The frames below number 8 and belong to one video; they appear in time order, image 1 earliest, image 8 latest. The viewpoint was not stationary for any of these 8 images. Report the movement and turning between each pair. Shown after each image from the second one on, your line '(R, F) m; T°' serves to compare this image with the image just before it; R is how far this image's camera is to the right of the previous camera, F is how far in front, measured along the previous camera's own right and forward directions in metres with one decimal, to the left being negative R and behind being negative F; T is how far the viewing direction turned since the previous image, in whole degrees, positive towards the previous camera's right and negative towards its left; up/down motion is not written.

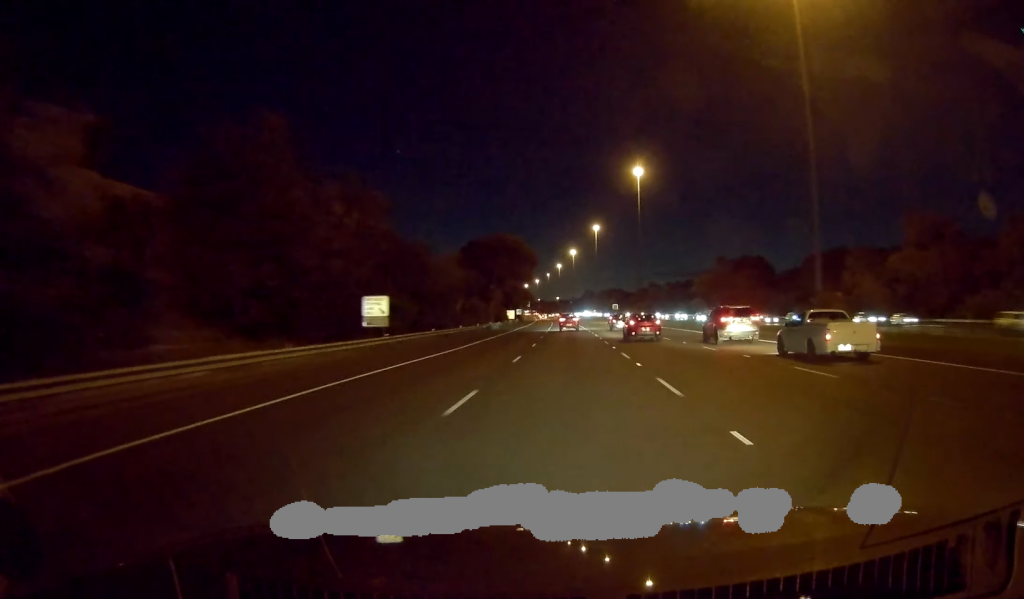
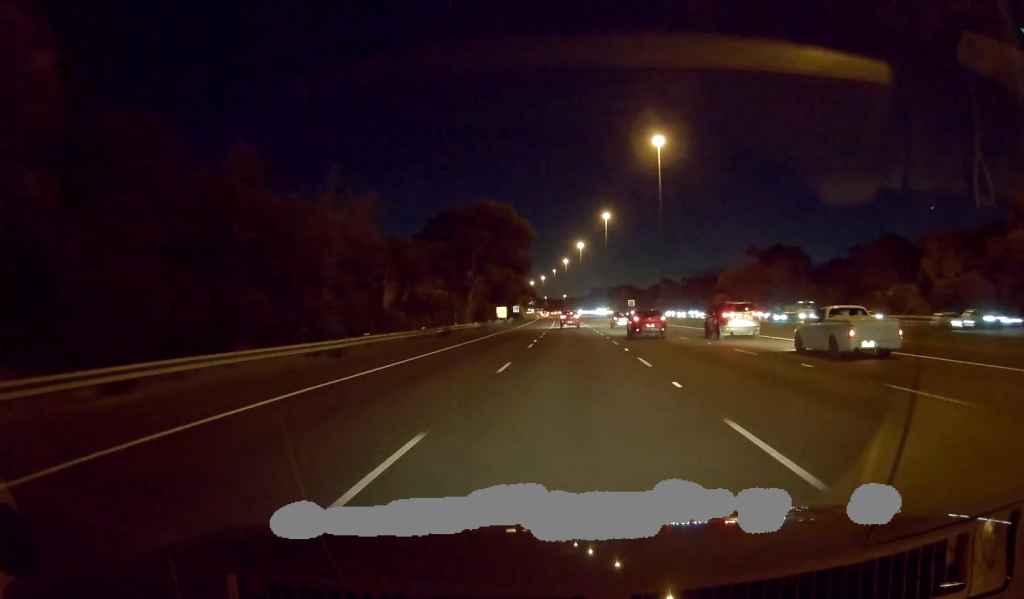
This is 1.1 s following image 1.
(-0.3, +29.1) m; -1°
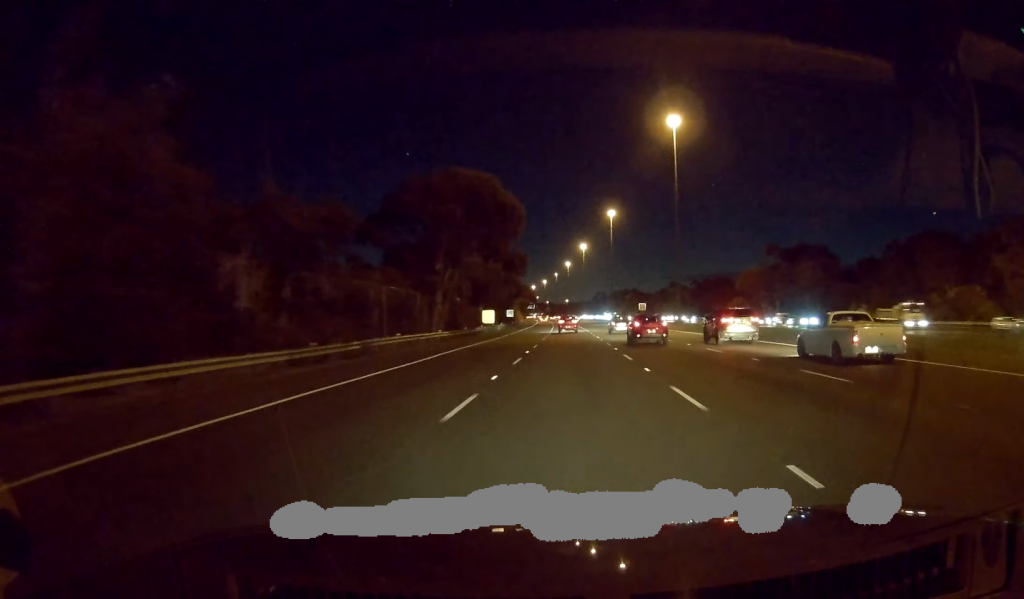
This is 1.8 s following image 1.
(-0.1, +19.1) m; 0°
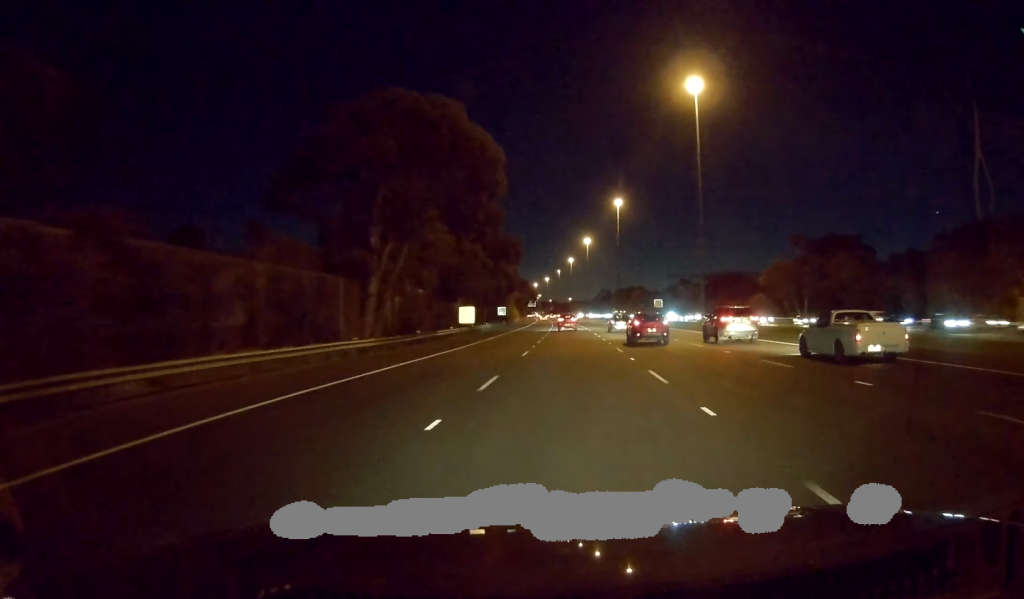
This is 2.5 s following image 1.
(0.0, +19.9) m; 0°
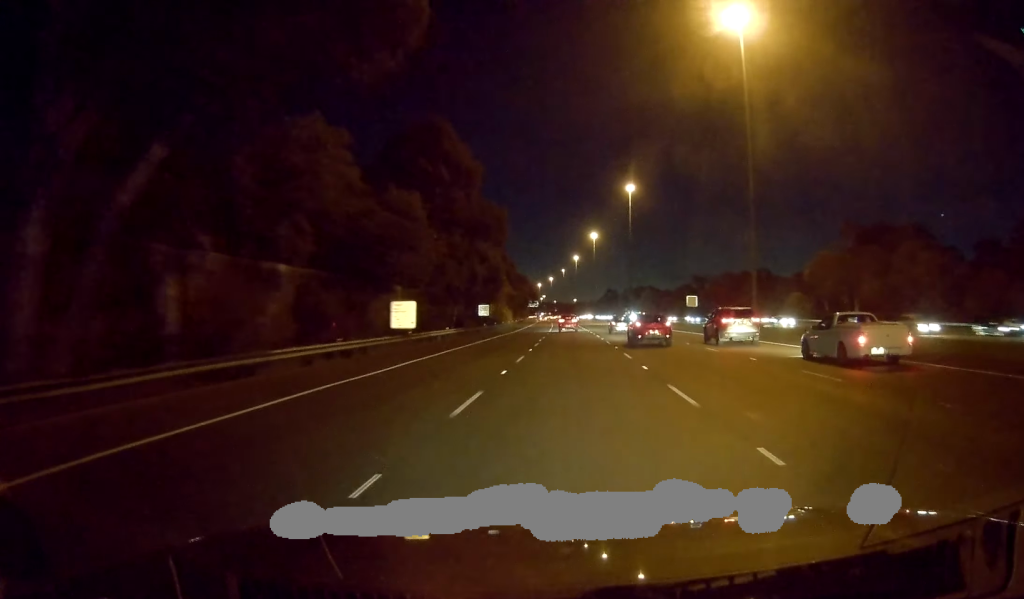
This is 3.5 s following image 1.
(-0.2, +27.2) m; 0°
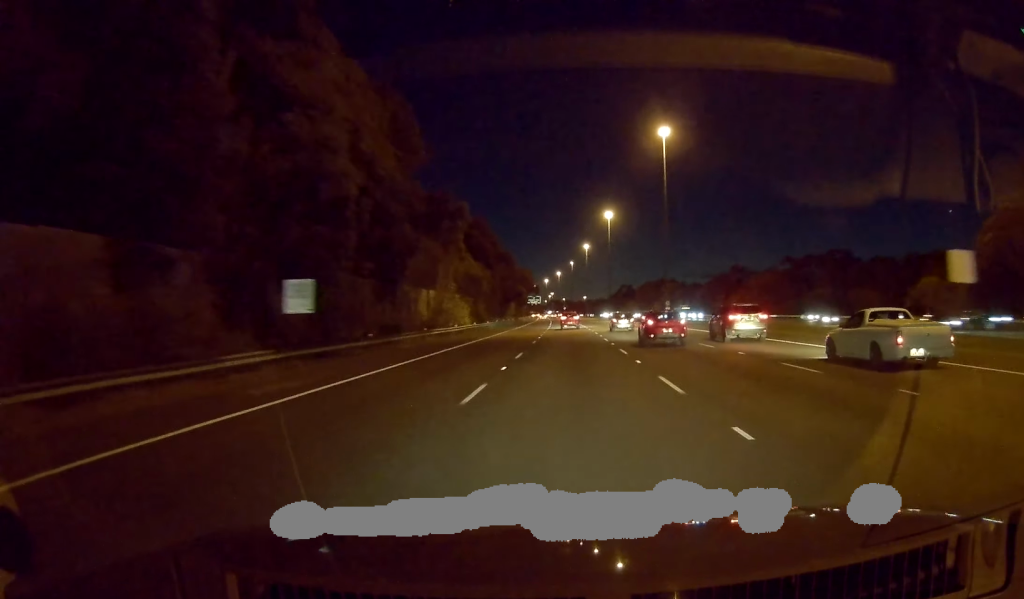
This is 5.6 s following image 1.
(-0.4, +58.0) m; -1°
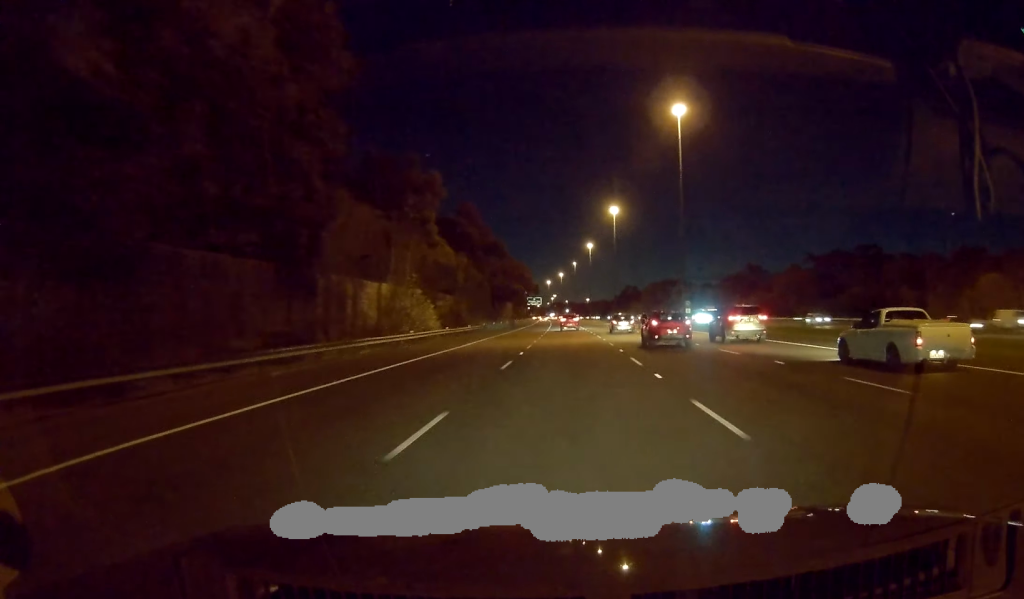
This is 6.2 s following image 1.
(0.0, +16.3) m; 0°
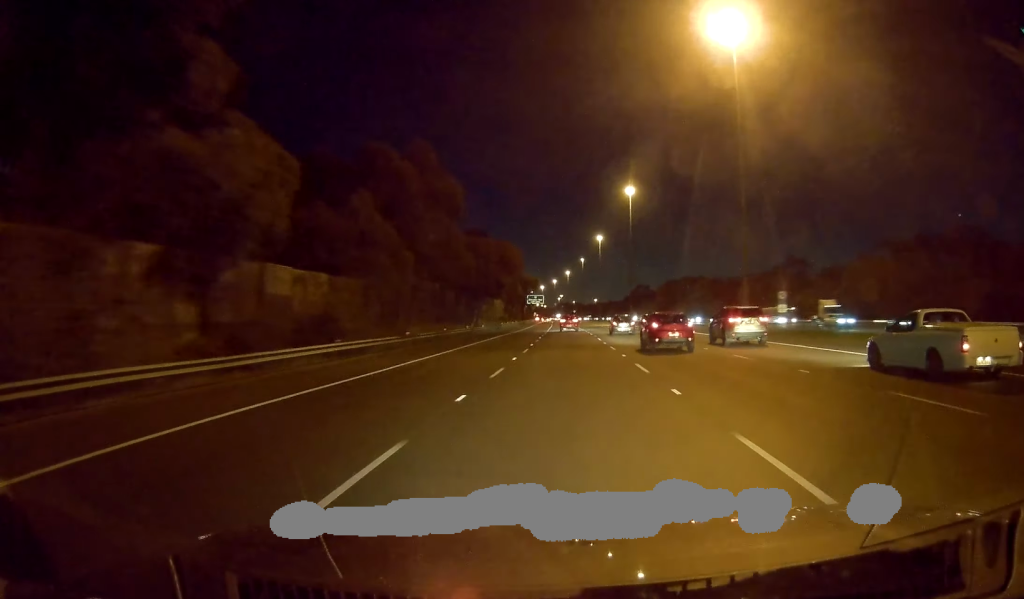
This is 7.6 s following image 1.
(0.0, +38.1) m; 0°
